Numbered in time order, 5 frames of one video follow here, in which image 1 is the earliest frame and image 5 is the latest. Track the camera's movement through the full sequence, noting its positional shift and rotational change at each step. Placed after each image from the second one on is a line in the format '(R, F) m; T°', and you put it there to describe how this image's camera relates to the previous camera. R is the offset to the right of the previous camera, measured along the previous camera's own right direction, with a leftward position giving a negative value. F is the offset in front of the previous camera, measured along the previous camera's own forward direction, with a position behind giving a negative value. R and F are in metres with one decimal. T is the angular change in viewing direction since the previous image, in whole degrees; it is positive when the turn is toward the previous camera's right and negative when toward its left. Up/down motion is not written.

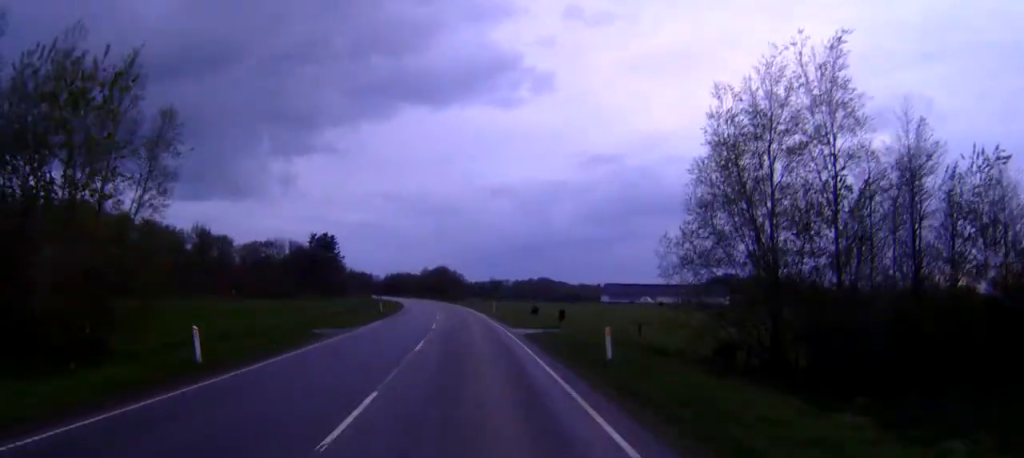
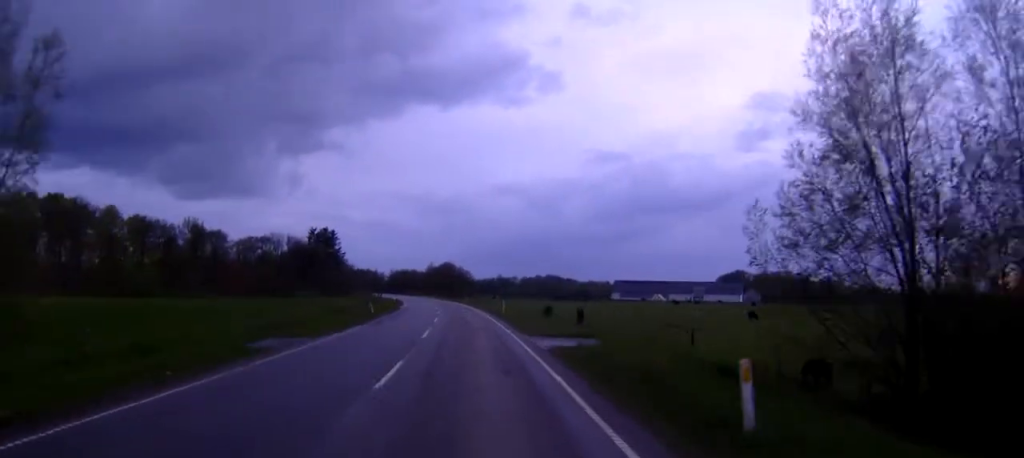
(-0.1, +9.4) m; 0°
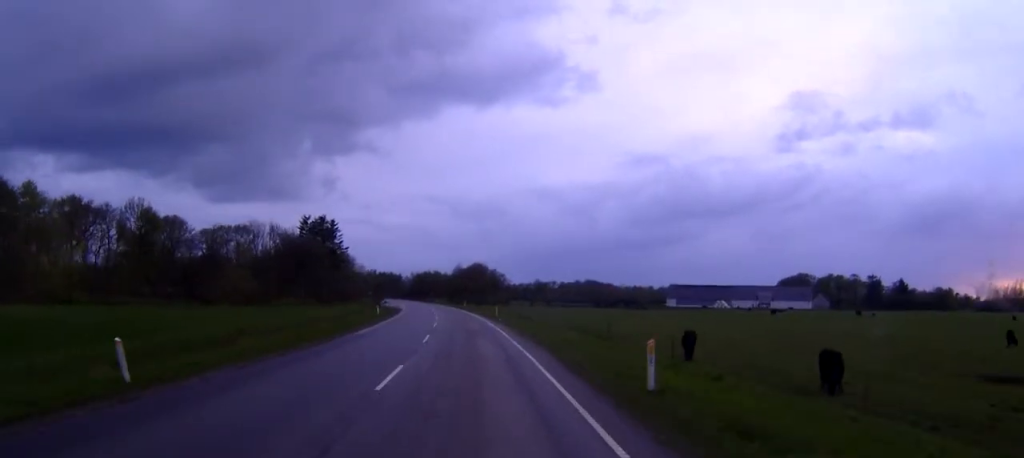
(-1.2, +44.1) m; -4°
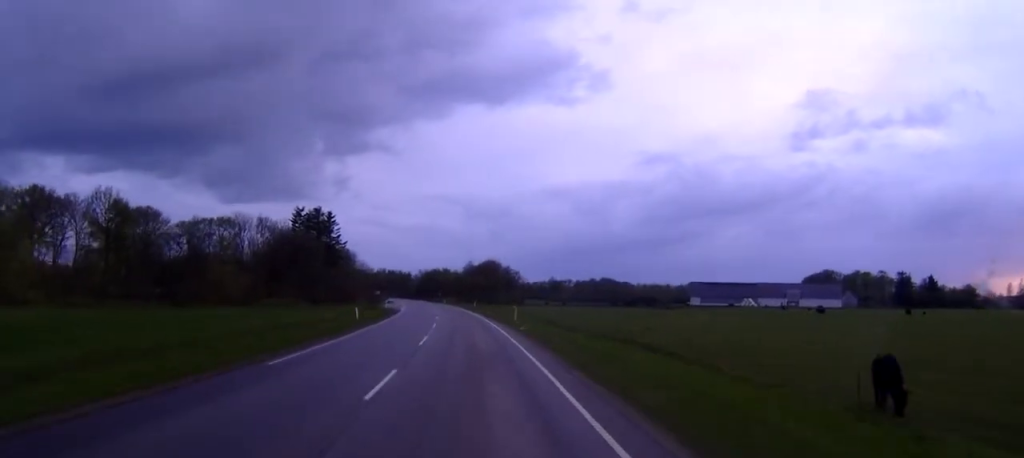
(-0.3, +16.7) m; -2°
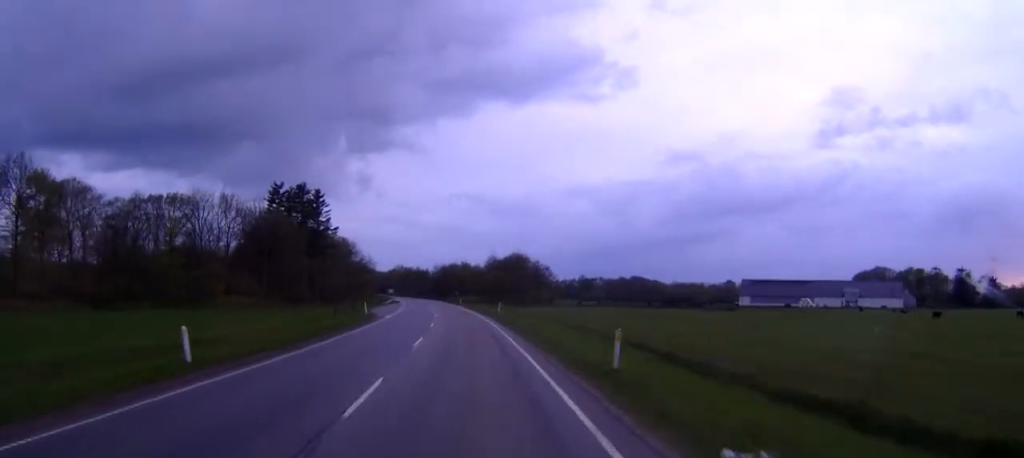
(-0.6, +31.7) m; -2°
